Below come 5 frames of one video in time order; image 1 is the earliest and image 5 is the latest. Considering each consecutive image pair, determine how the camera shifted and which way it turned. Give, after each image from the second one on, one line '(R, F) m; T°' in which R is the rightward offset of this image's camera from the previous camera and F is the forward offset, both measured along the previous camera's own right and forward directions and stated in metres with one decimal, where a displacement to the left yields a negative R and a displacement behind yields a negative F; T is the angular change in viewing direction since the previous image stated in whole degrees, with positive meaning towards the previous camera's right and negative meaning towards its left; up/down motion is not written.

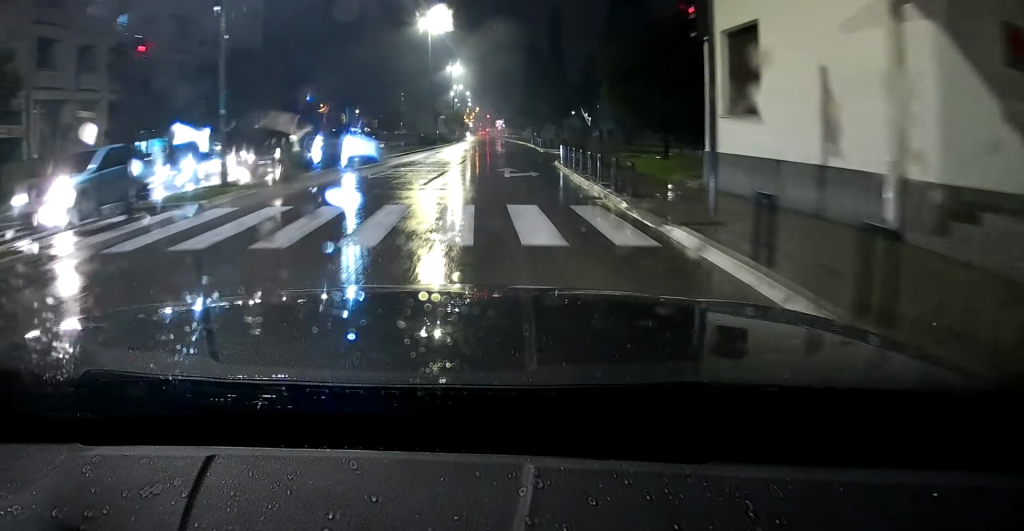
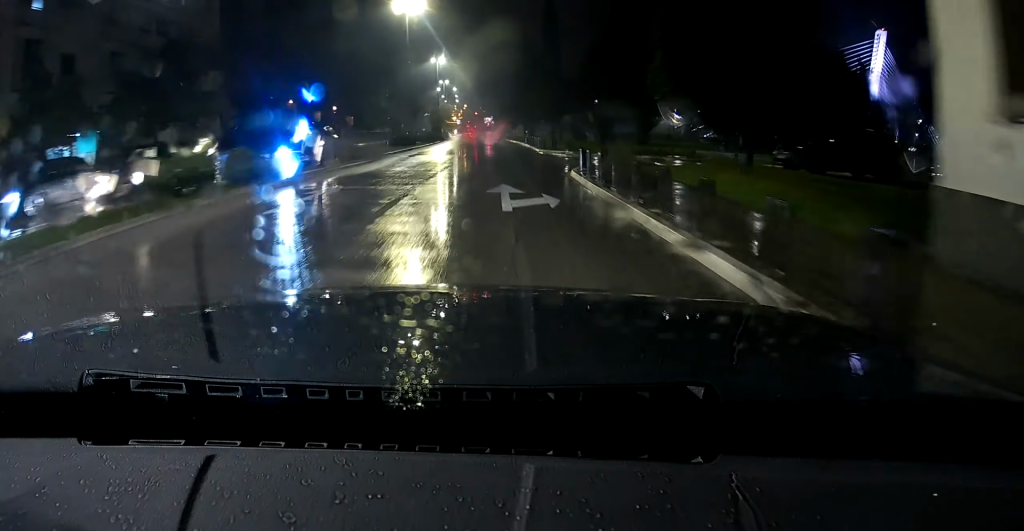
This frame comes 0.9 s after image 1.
(0.0, +6.2) m; 0°
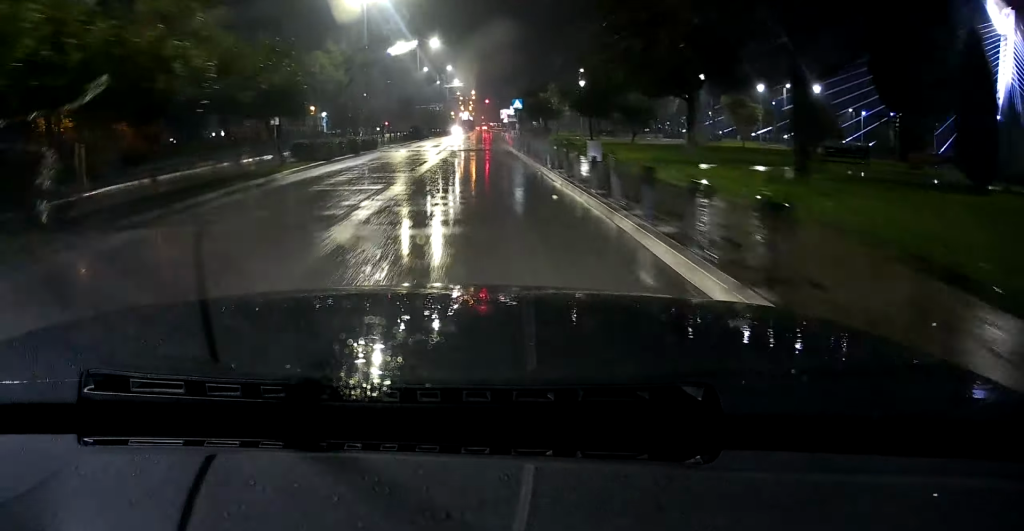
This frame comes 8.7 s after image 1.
(-3.1, +80.6) m; -5°
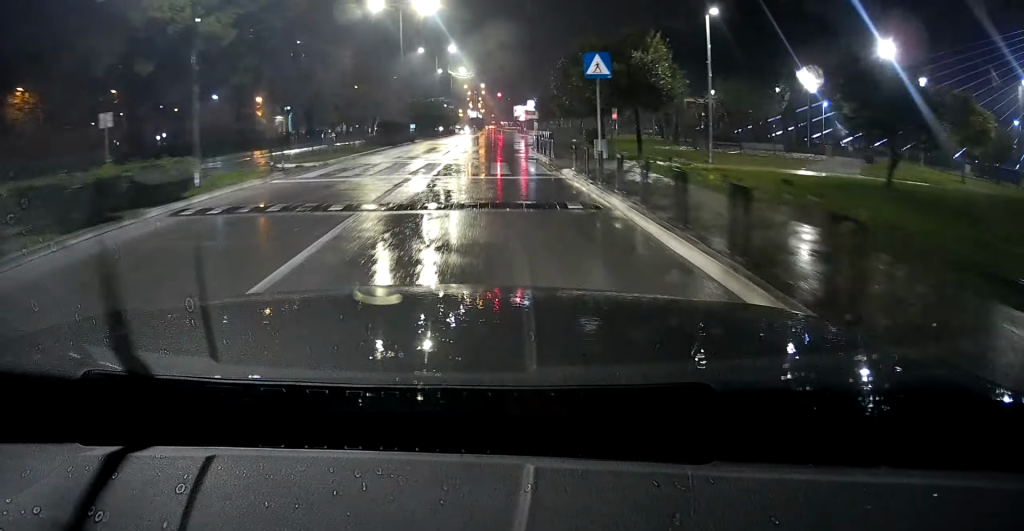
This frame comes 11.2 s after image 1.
(-0.7, +23.6) m; -2°
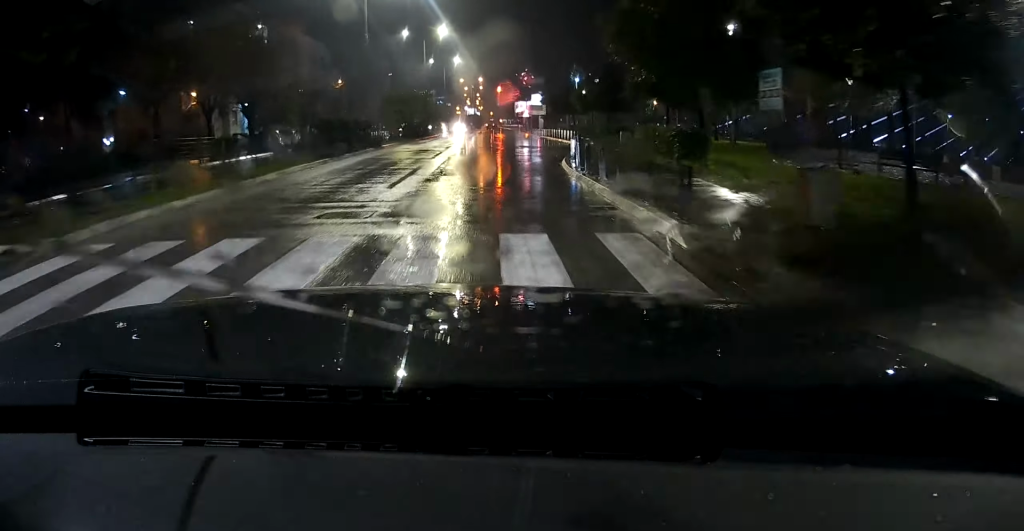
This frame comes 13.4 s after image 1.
(-0.3, +18.4) m; -1°
